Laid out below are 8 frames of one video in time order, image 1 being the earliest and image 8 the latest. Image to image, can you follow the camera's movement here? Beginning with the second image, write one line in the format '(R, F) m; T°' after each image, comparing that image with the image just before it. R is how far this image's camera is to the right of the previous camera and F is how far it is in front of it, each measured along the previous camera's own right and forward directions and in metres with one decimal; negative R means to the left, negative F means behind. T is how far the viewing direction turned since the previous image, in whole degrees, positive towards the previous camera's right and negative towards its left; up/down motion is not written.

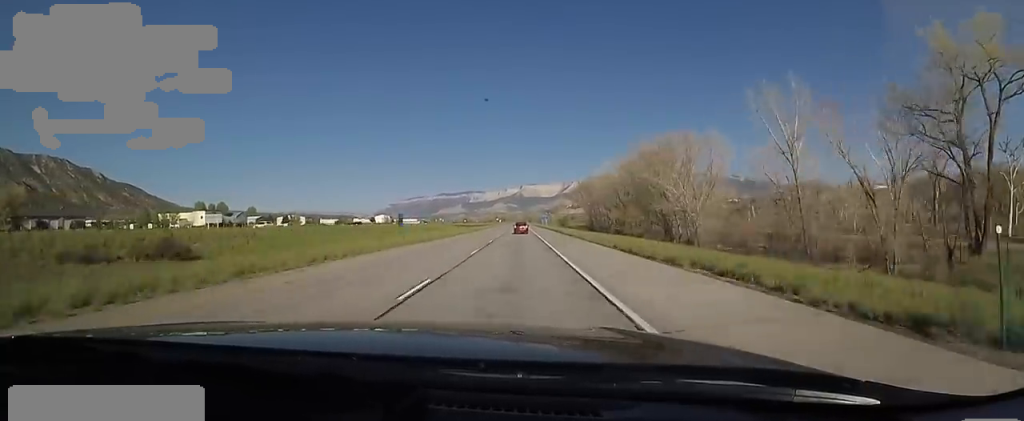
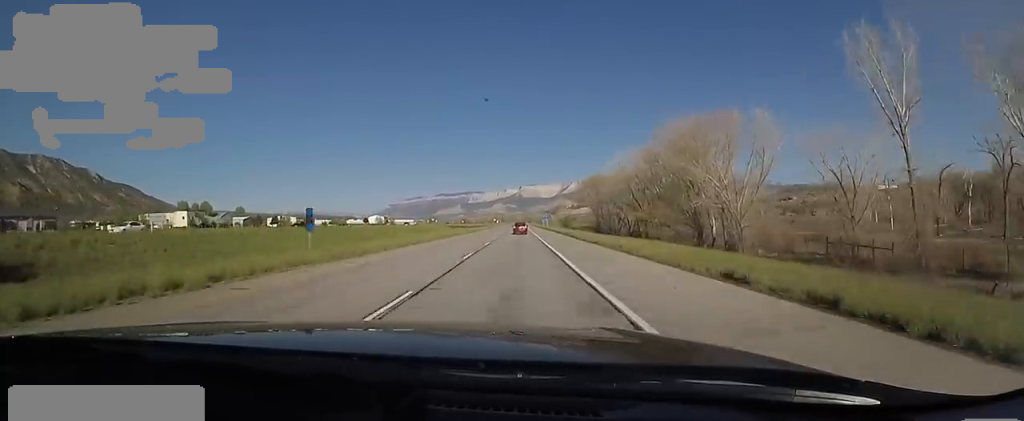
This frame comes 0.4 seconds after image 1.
(-0.1, +14.5) m; 0°
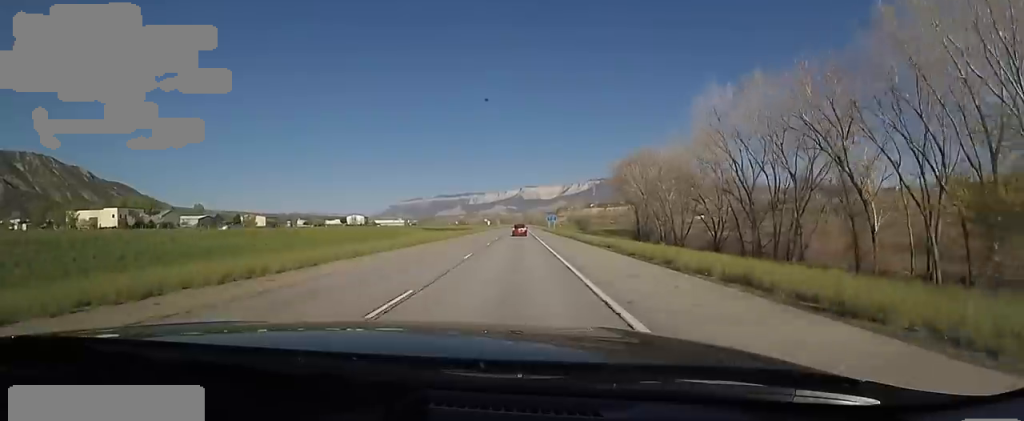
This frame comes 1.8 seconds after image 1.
(-0.1, +47.1) m; 0°
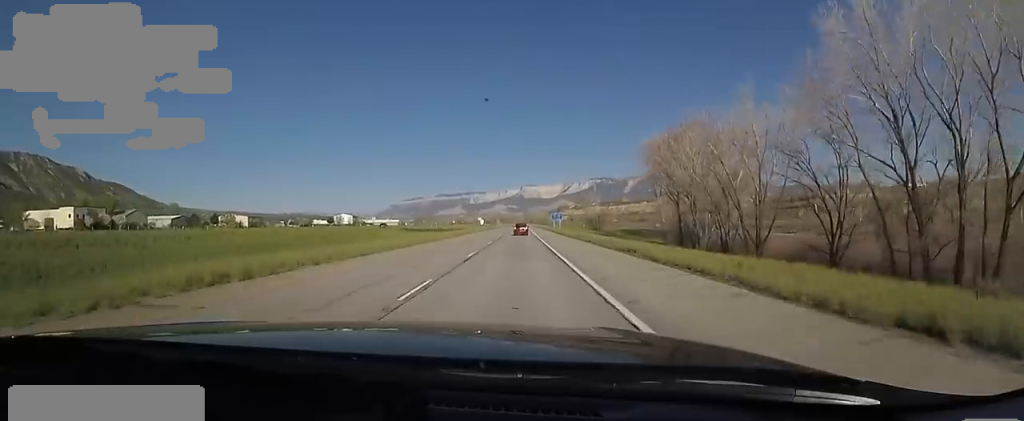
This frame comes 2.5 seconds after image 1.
(0.0, +23.6) m; 0°
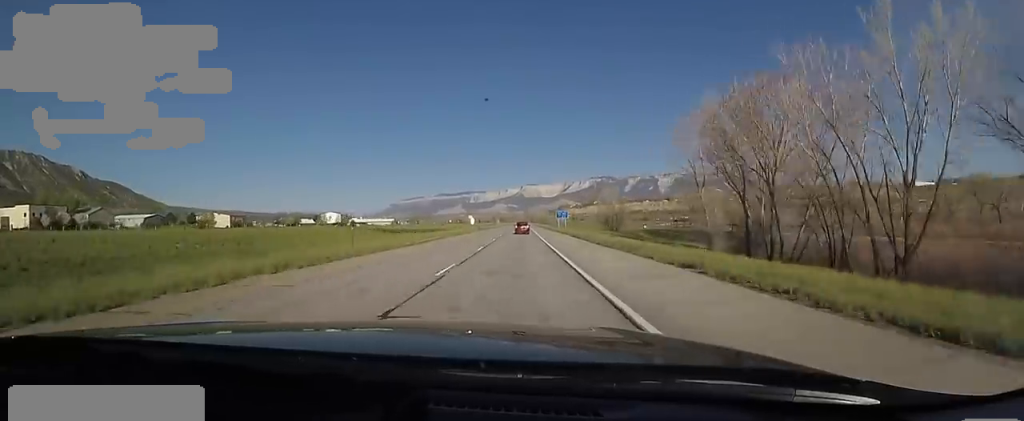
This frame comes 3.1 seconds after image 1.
(0.0, +20.2) m; 0°
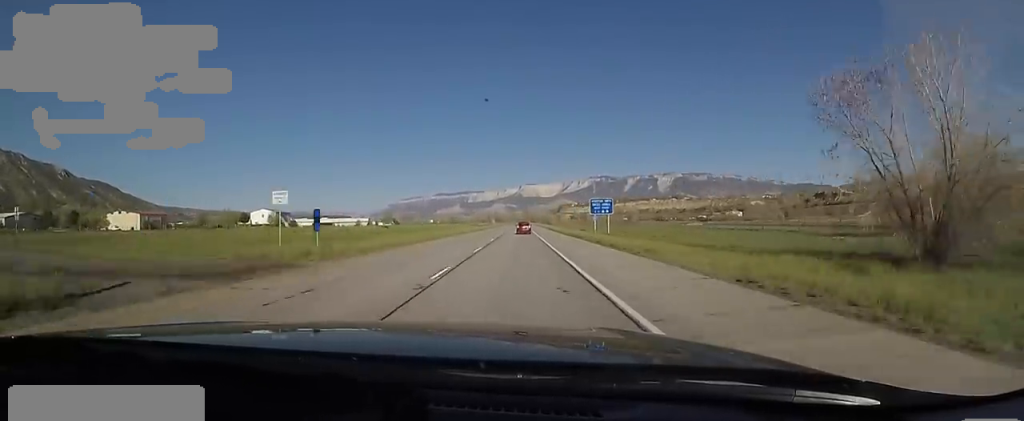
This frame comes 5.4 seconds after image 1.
(+0.3, +74.5) m; 0°
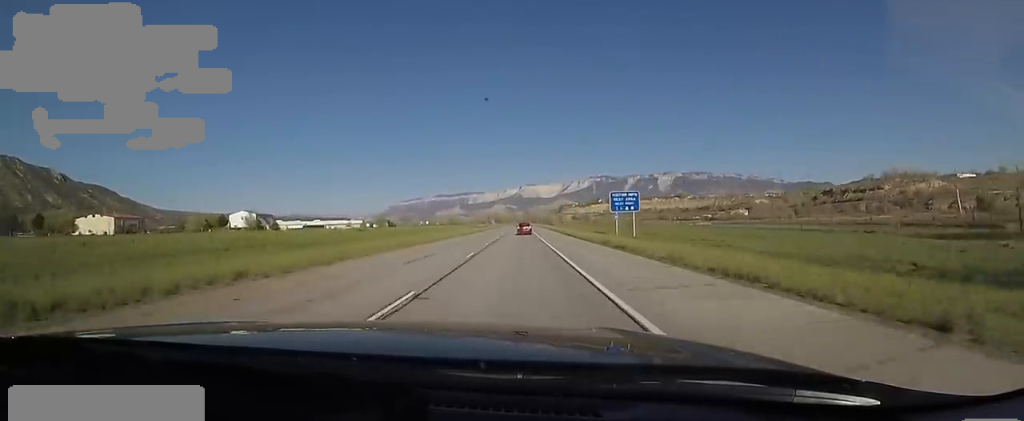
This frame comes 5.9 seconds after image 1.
(0.0, +16.5) m; 0°
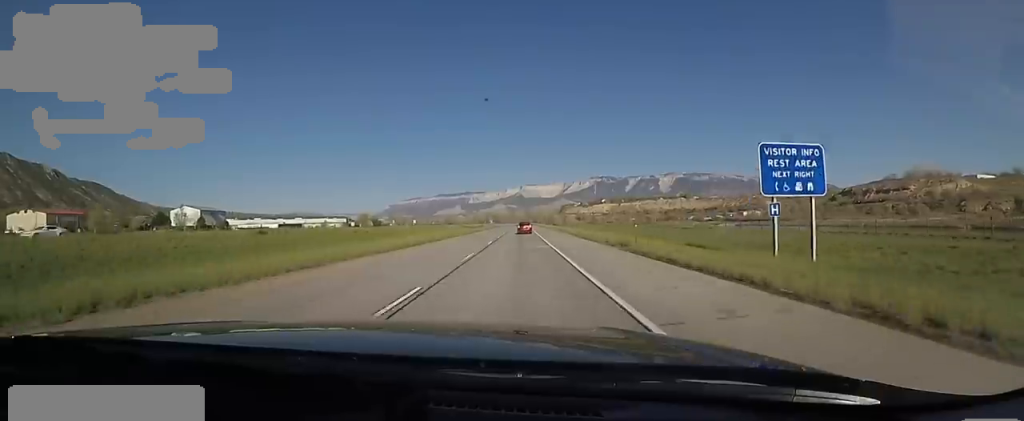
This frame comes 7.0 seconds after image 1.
(-0.7, +36.3) m; -2°
